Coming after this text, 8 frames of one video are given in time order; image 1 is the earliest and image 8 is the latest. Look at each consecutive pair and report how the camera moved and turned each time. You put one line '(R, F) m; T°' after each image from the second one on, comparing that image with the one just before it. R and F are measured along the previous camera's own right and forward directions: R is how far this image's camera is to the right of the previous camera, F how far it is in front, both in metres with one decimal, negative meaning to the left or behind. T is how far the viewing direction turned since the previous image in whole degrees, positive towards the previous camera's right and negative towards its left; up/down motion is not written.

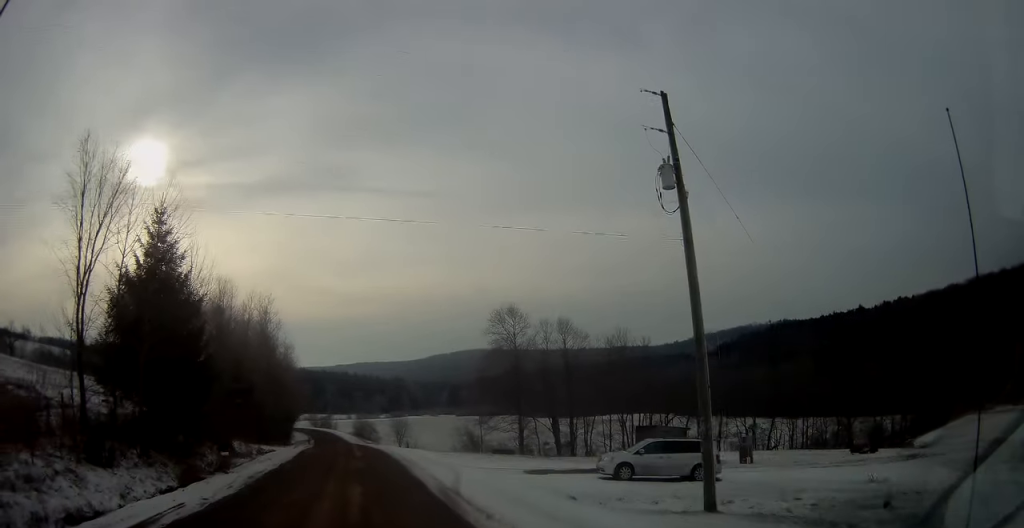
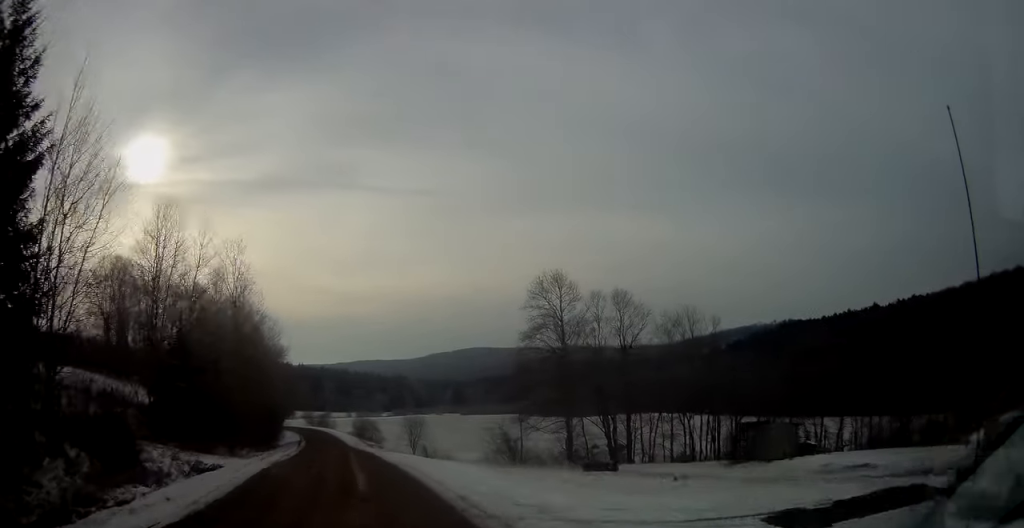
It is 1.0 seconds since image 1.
(0.0, +16.3) m; -1°
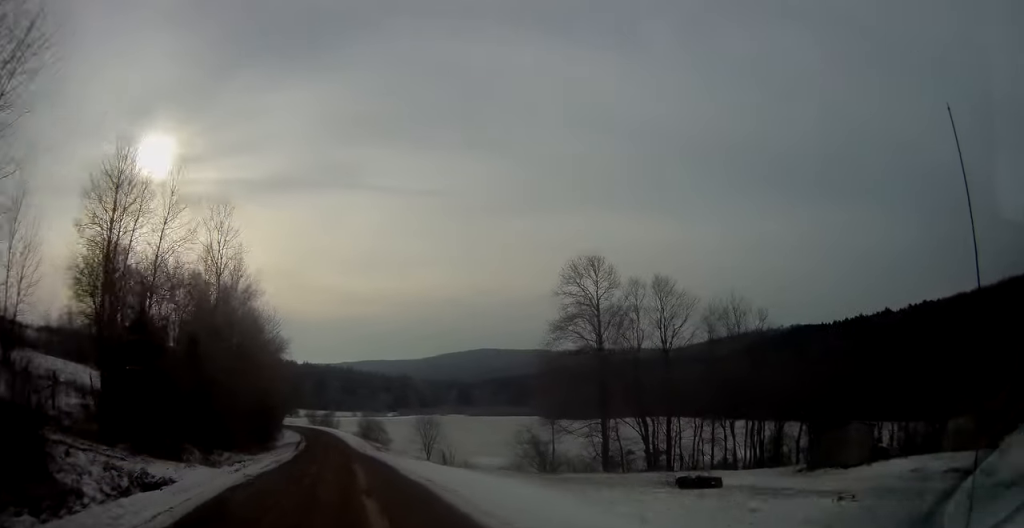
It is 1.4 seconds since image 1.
(0.0, +7.2) m; 0°
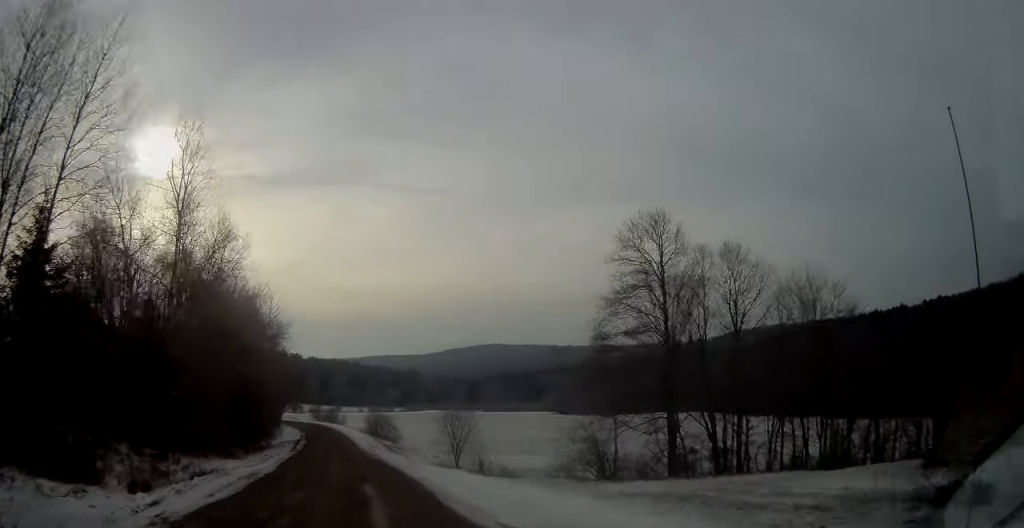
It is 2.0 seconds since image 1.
(-0.2, +10.0) m; -1°
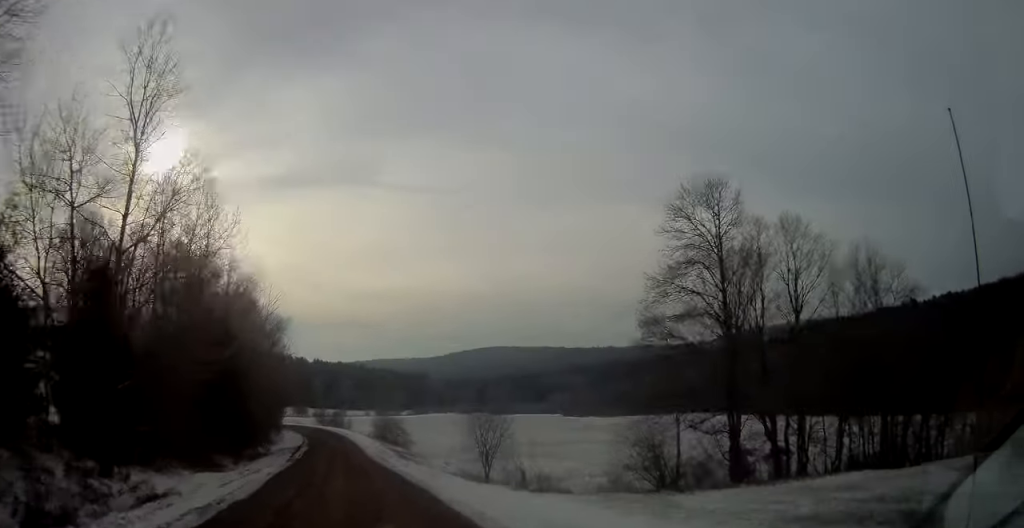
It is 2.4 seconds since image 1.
(0.0, +6.6) m; 0°
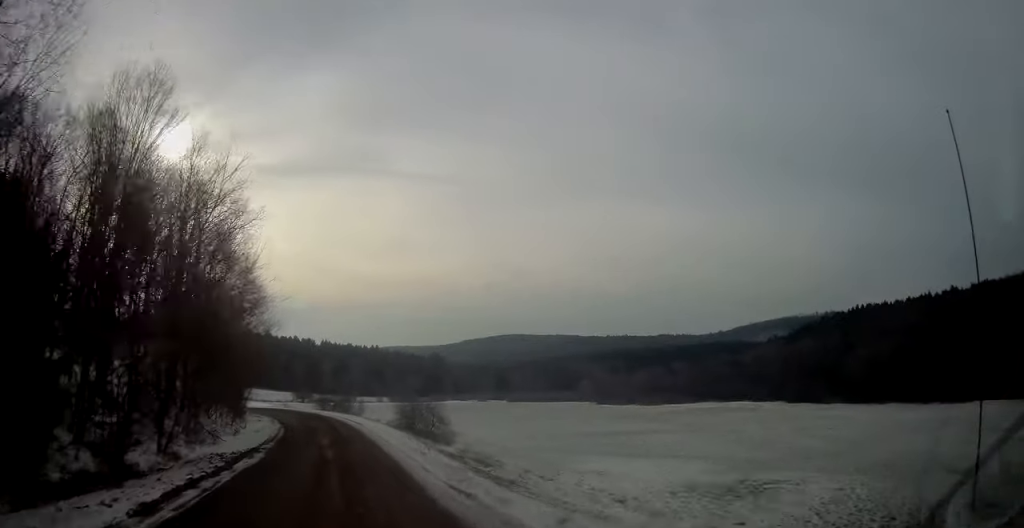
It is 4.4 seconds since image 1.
(-0.6, +32.9) m; -1°
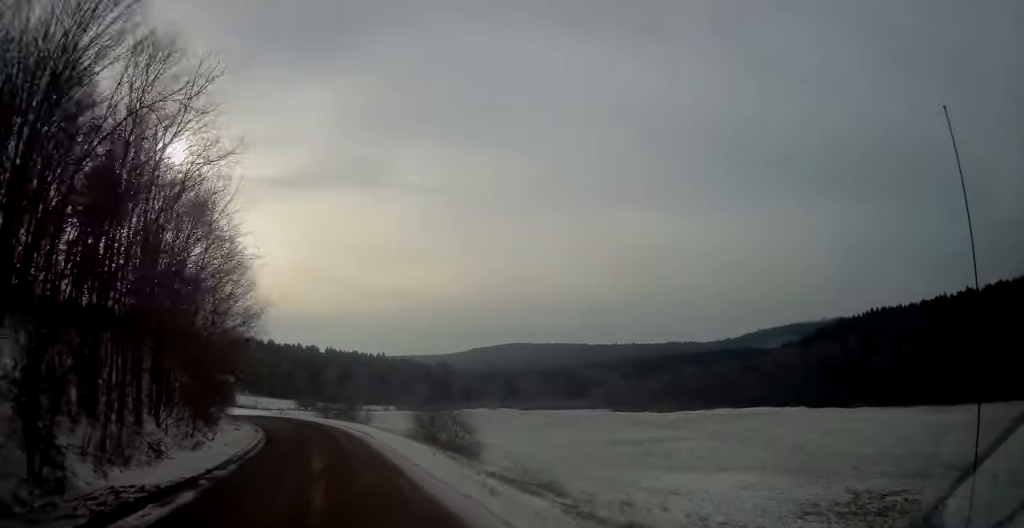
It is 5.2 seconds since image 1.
(+0.2, +11.4) m; -1°
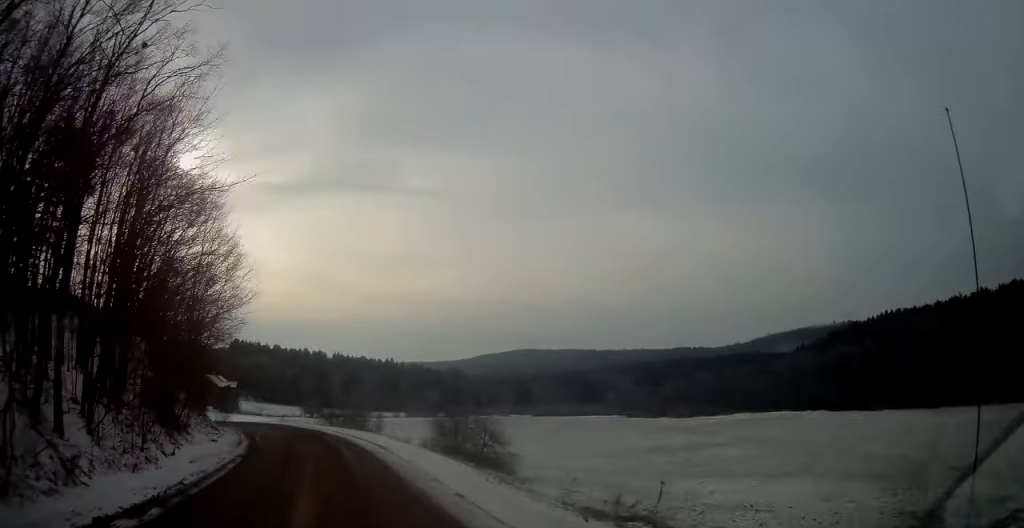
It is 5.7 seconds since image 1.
(-0.3, +8.4) m; -2°
